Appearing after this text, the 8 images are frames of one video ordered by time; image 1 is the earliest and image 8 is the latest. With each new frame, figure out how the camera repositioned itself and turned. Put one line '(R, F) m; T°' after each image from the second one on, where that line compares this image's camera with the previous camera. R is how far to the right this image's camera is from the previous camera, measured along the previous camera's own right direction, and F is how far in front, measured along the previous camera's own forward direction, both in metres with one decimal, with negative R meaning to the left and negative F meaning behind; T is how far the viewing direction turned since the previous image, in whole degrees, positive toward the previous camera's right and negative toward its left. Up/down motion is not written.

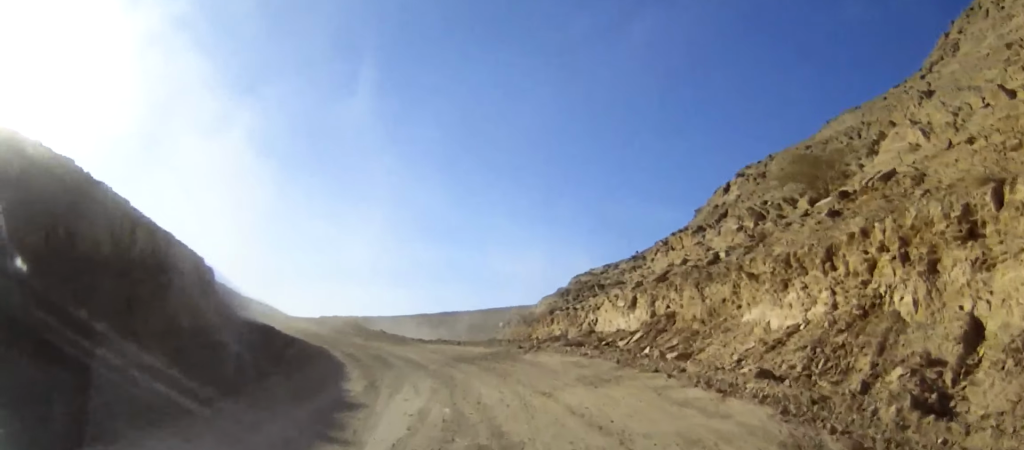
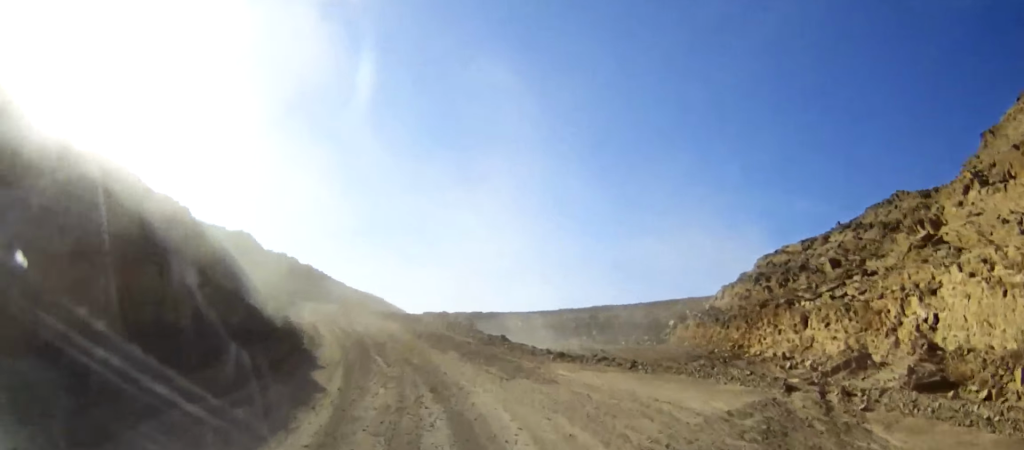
(-0.6, +16.3) m; -7°
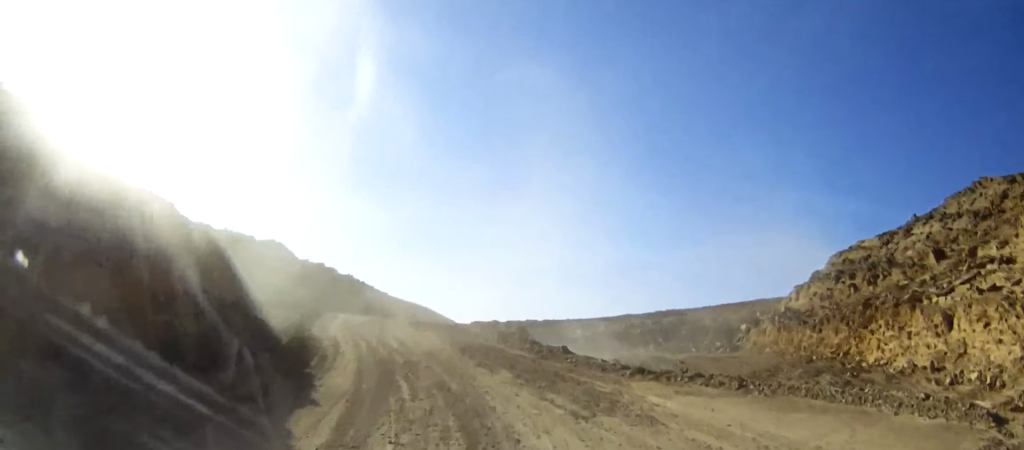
(0.0, +4.7) m; -3°
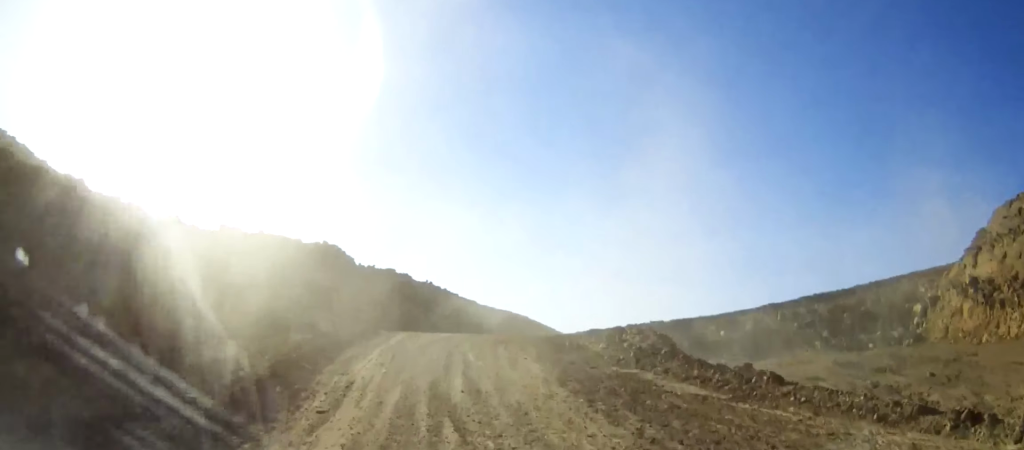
(-0.8, +10.8) m; -7°
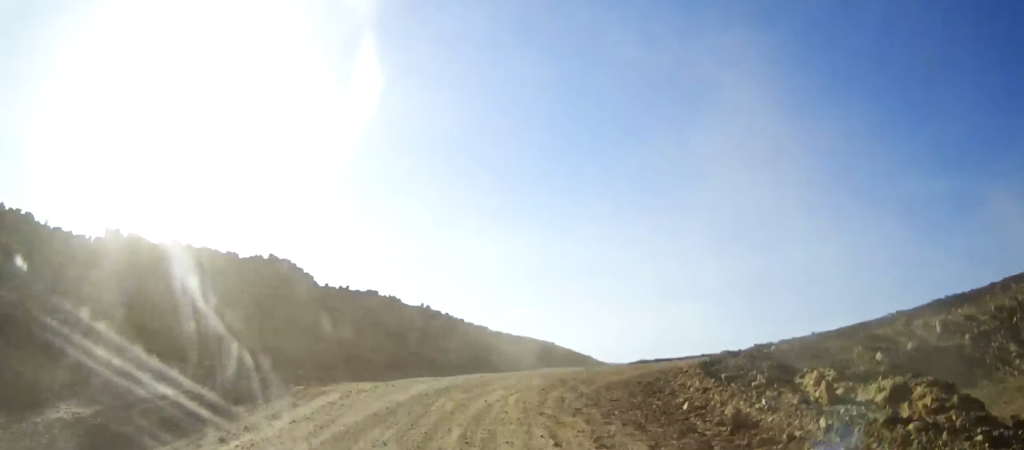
(-0.8, +13.1) m; -4°
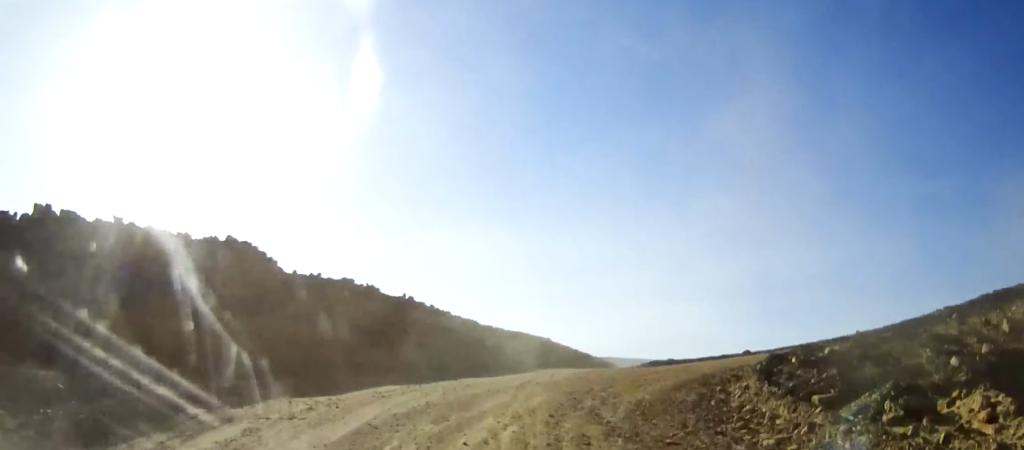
(-0.1, +4.3) m; 0°
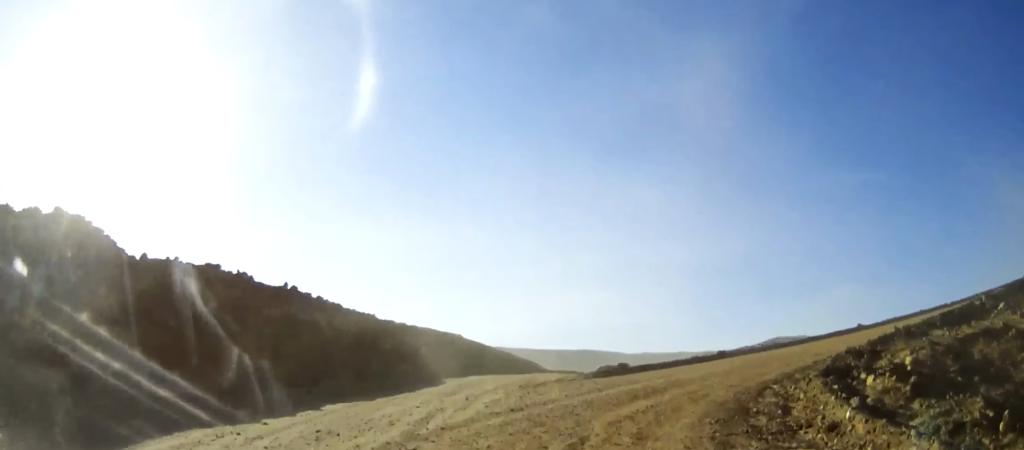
(+0.1, +8.4) m; +3°
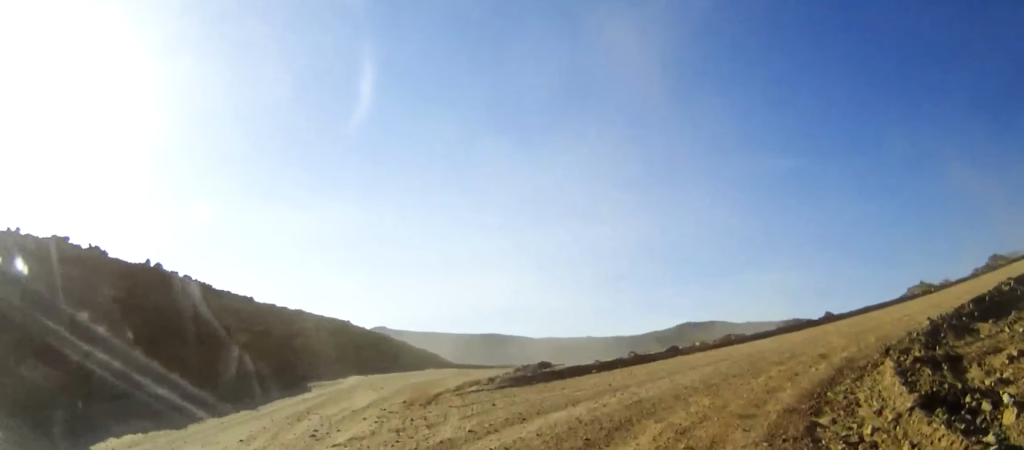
(+0.3, +8.0) m; +7°
